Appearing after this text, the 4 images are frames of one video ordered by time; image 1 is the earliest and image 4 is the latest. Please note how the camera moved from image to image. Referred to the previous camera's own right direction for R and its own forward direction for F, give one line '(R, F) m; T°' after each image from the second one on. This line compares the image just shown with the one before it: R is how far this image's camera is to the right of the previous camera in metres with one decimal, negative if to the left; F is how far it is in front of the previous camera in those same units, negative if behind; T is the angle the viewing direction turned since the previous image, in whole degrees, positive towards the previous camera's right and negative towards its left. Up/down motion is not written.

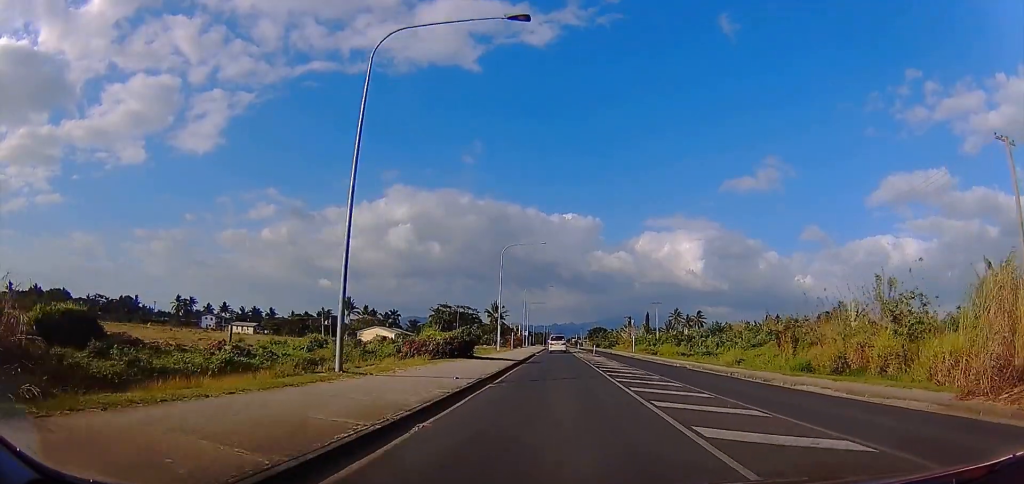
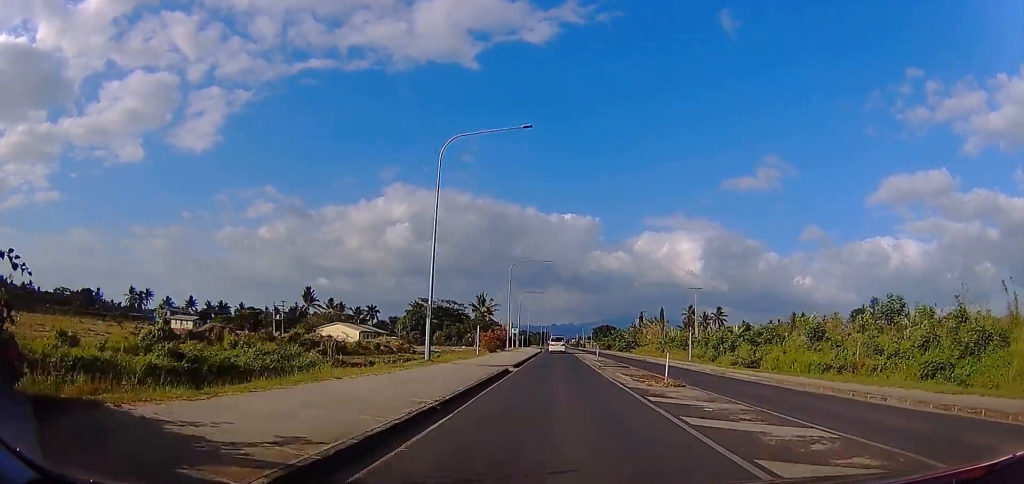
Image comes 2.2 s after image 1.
(-1.6, +29.9) m; +1°
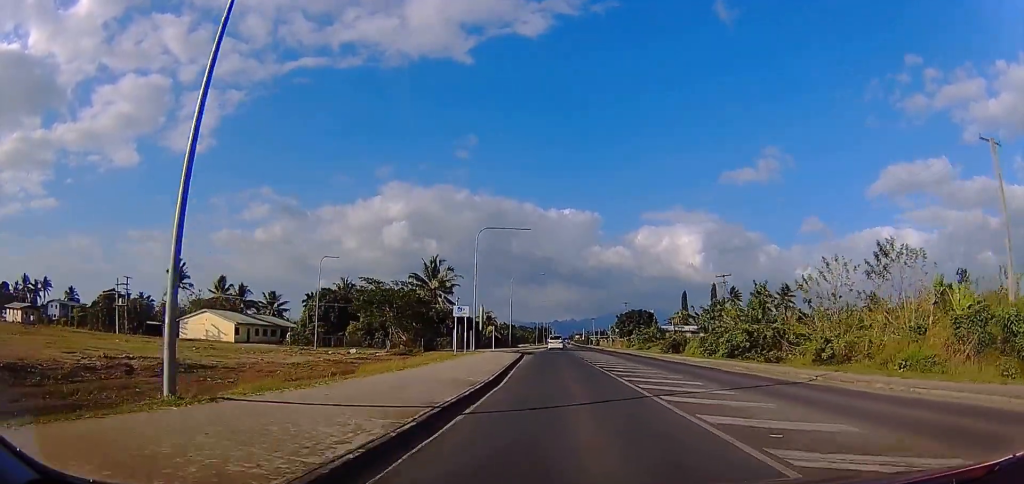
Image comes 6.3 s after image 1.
(-0.8, +57.9) m; -1°
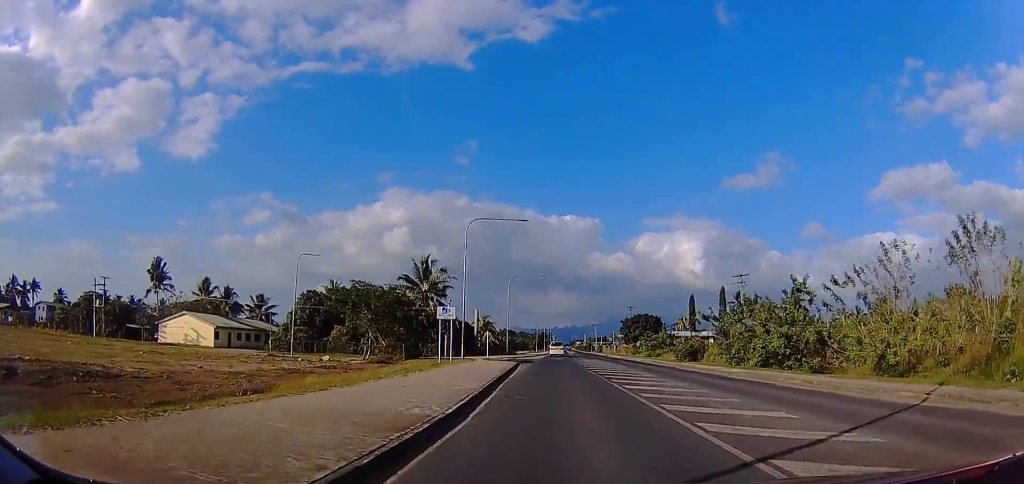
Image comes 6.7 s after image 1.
(0.0, +6.1) m; 0°
